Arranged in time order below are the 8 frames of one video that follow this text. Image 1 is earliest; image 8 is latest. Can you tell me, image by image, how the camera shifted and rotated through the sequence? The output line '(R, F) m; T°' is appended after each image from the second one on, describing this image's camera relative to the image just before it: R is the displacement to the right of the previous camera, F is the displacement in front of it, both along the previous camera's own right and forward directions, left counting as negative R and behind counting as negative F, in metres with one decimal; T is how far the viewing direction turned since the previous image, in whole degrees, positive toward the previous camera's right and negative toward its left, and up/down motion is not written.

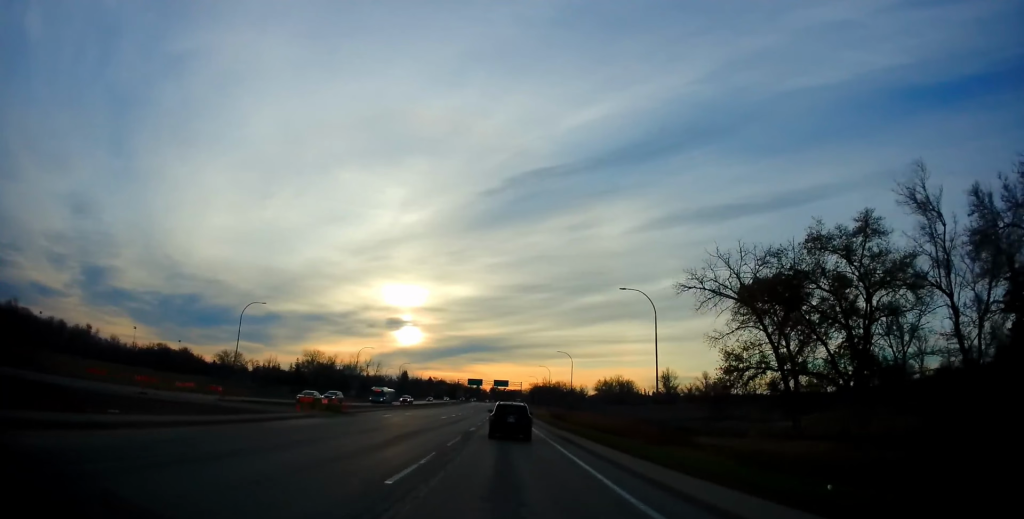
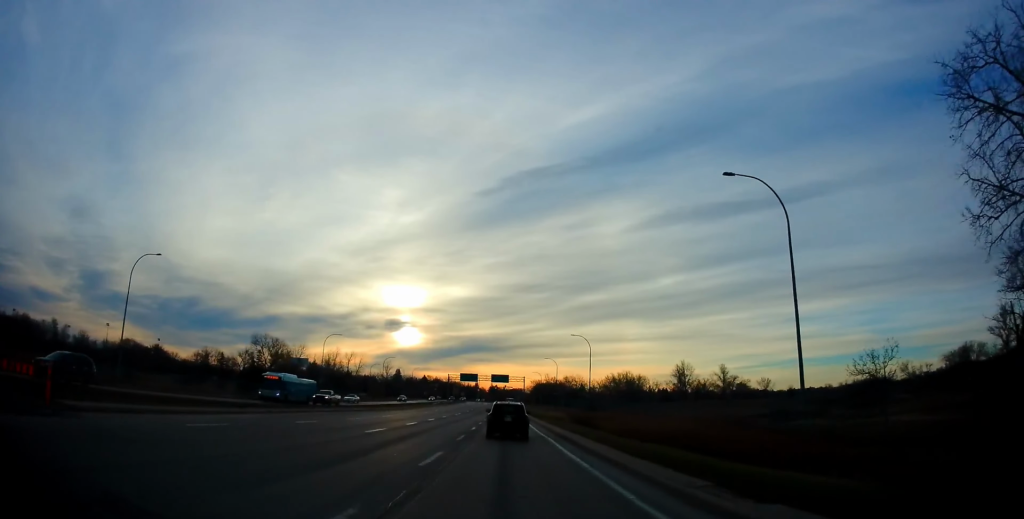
(-0.2, +27.0) m; 0°
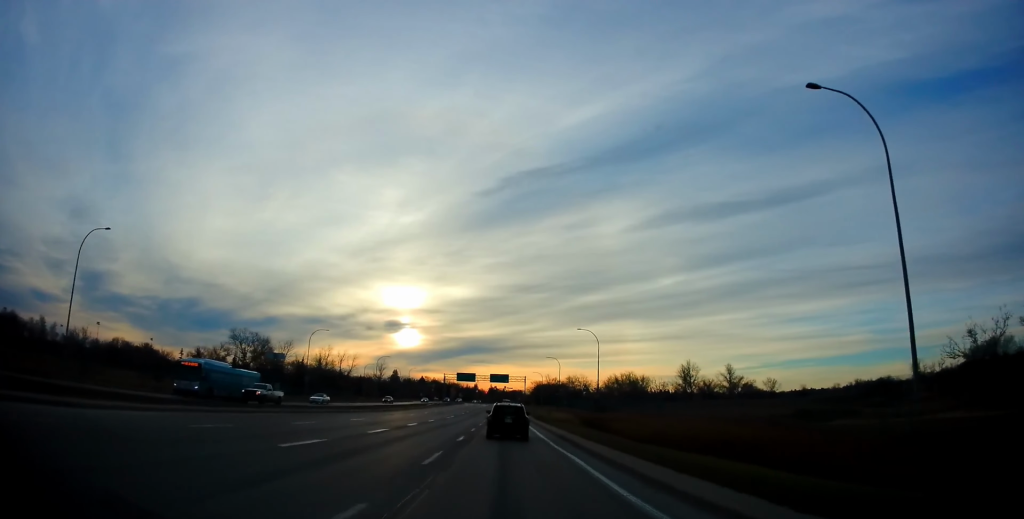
(+0.2, +8.9) m; 0°
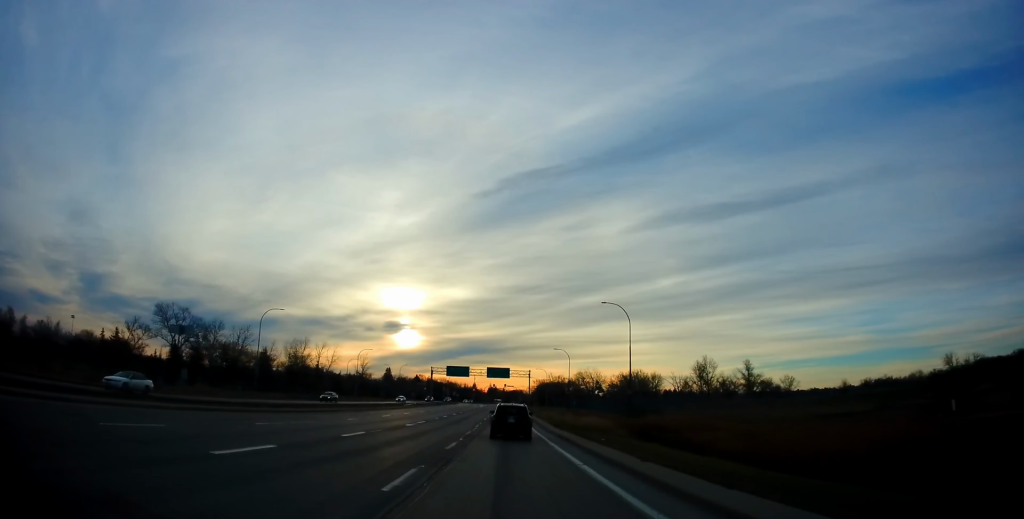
(-0.1, +22.9) m; 0°
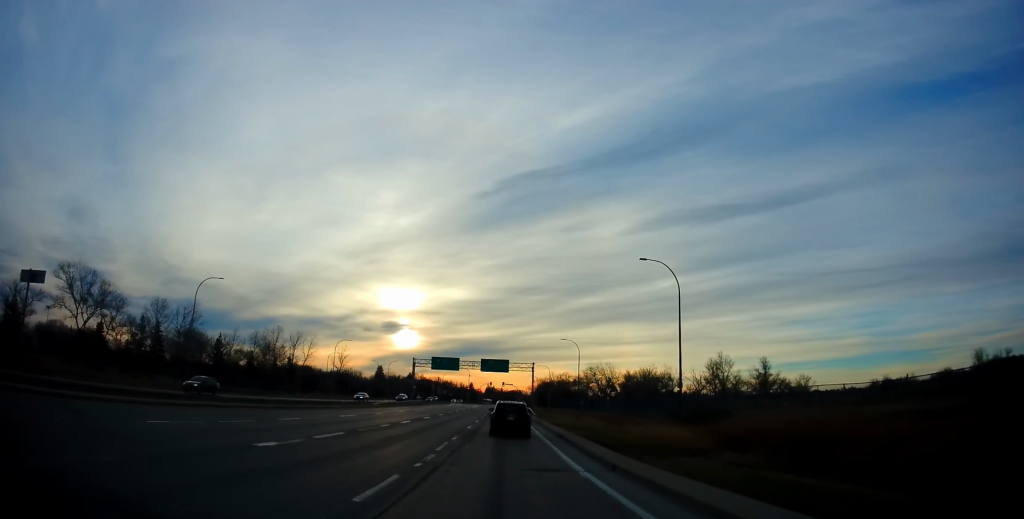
(+0.3, +19.6) m; 0°
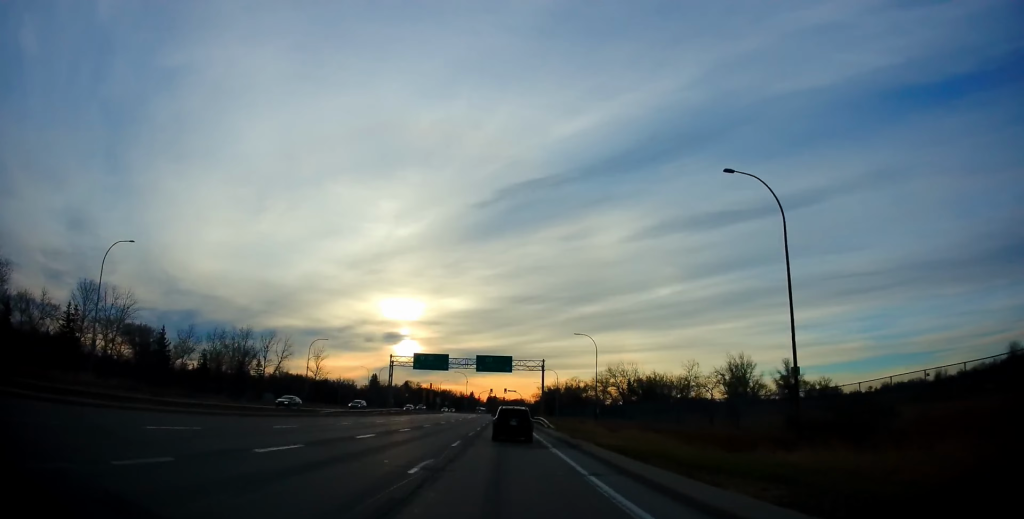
(-0.3, +19.2) m; -1°
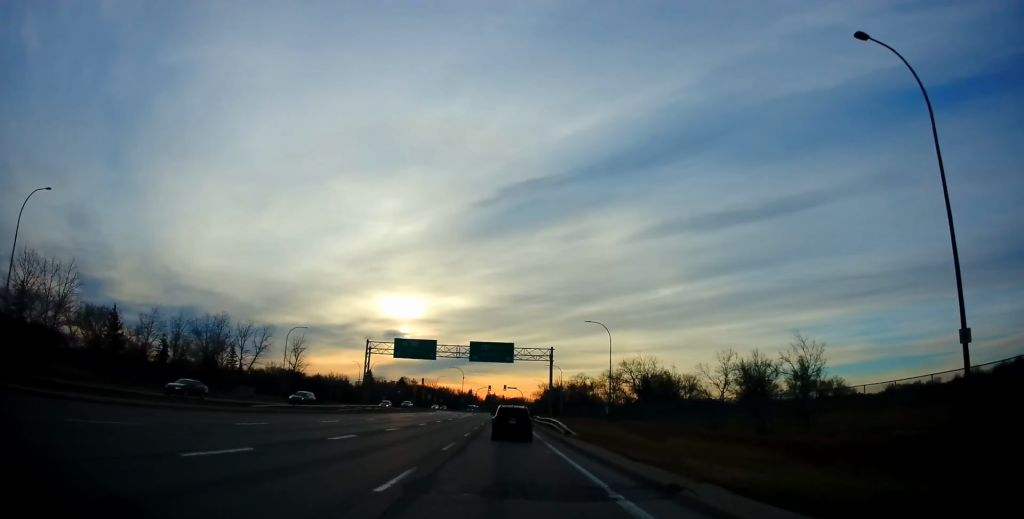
(0.0, +12.2) m; 0°
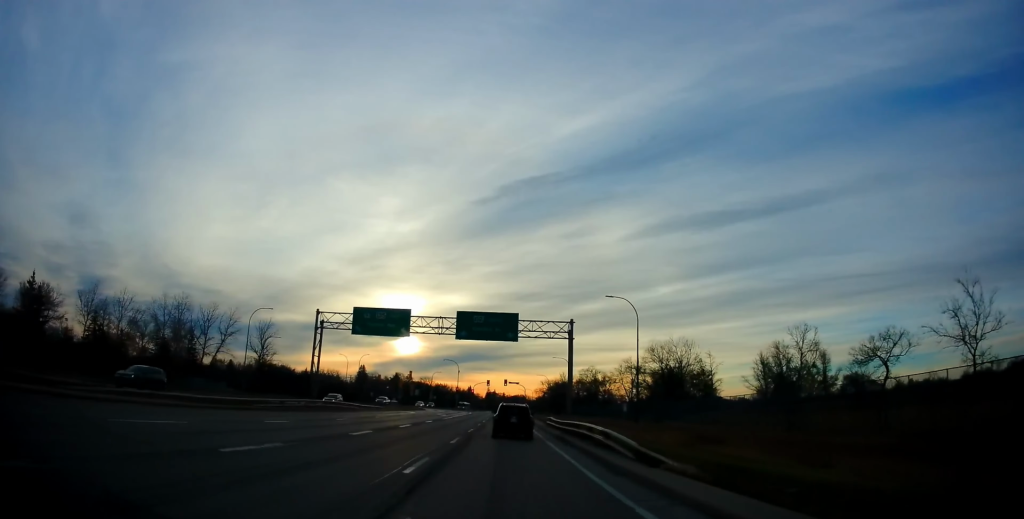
(+0.2, +16.1) m; 0°
